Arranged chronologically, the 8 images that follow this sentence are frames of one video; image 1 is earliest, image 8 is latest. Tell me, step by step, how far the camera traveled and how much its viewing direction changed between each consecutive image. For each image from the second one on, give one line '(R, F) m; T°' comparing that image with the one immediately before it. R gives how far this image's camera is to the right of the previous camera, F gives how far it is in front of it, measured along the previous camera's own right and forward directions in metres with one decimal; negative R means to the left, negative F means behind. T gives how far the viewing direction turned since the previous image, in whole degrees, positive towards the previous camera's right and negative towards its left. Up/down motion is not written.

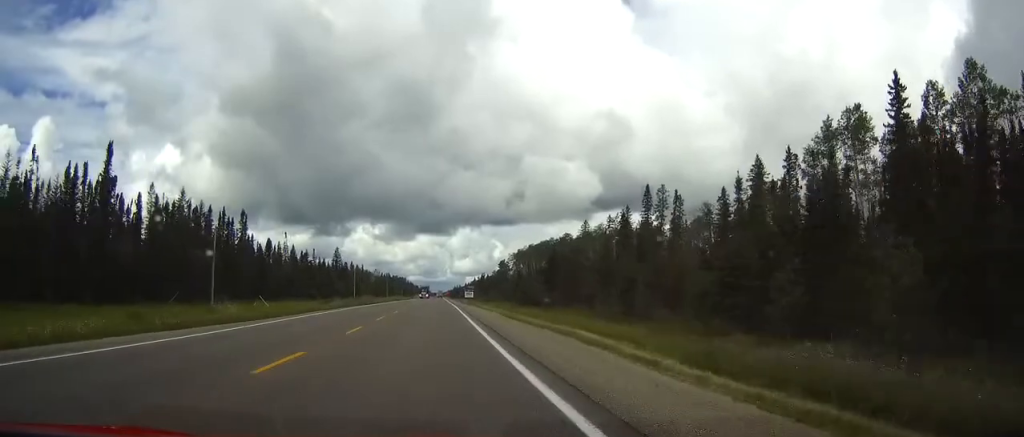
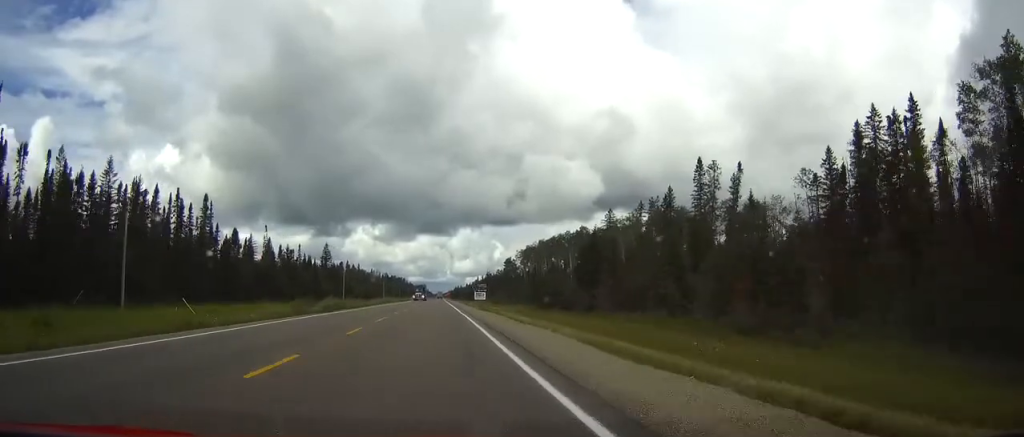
(0.0, +26.8) m; 0°
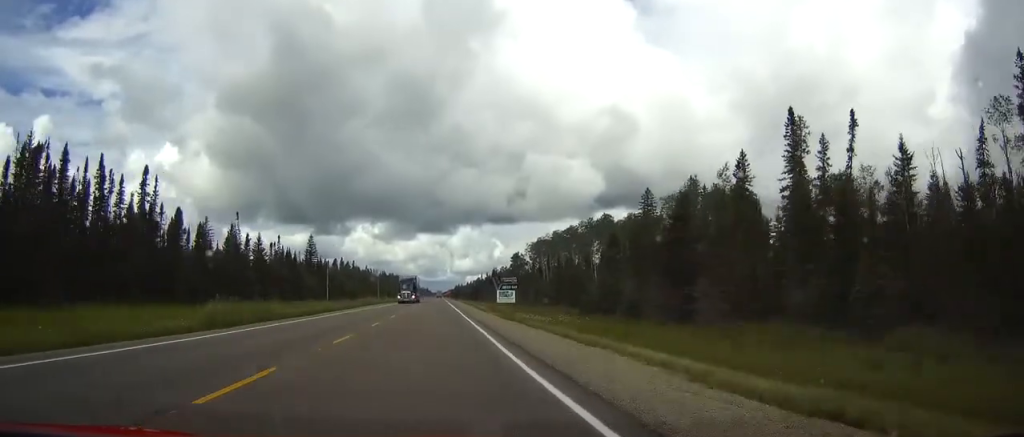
(+0.1, +29.6) m; 0°
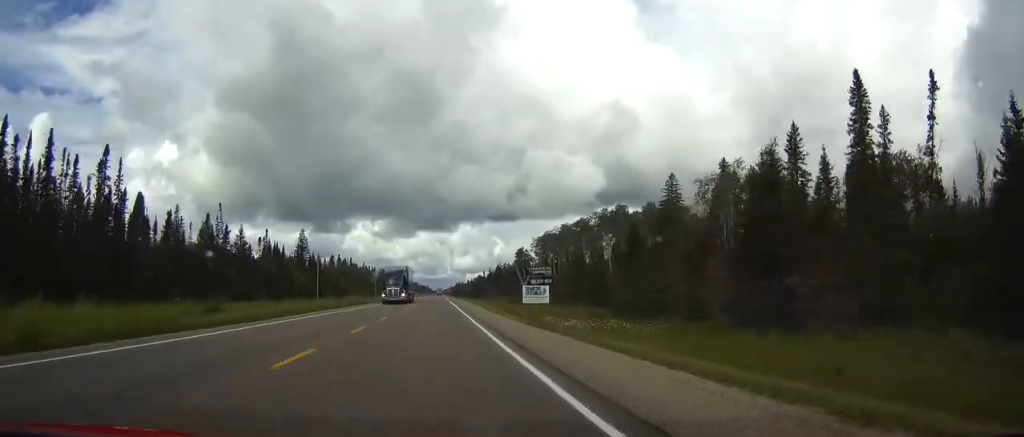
(0.0, +14.3) m; 0°
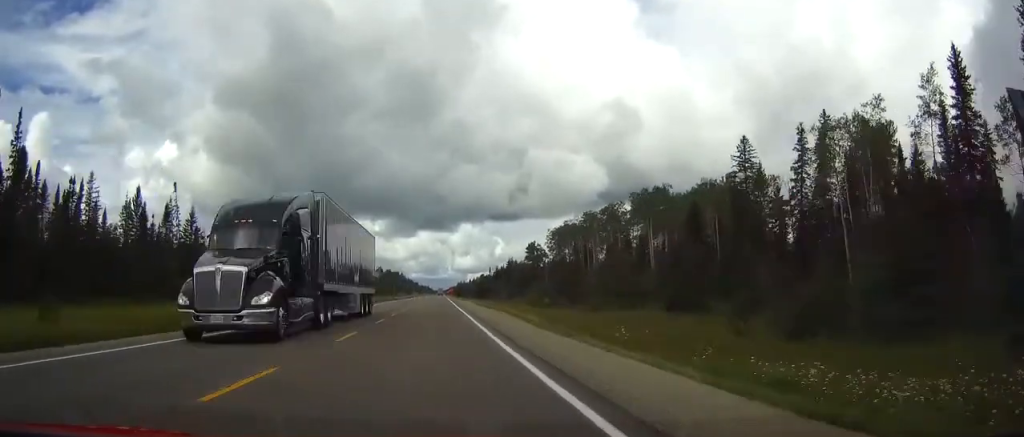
(-0.1, +29.5) m; 0°
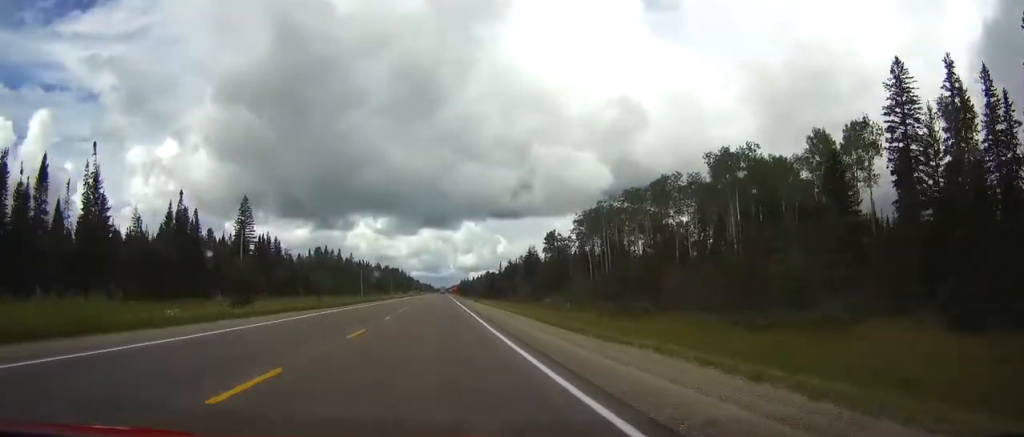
(+0.1, +35.2) m; 0°
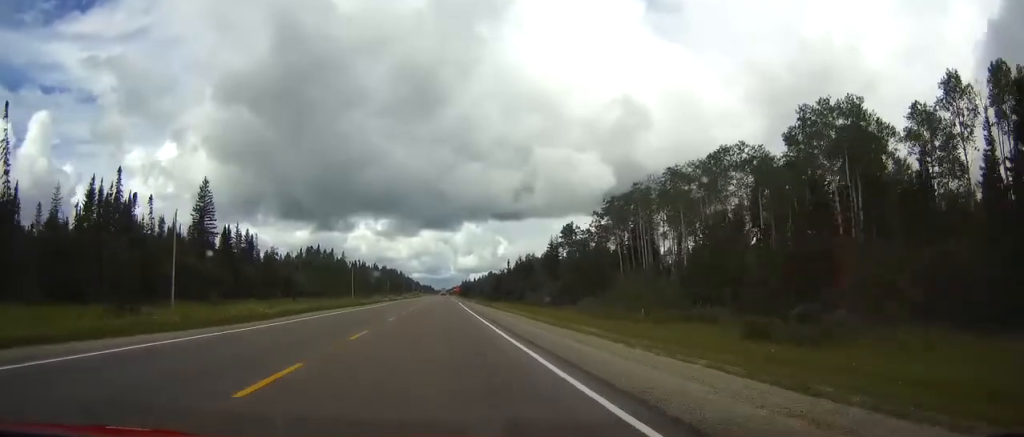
(0.0, +25.5) m; 0°
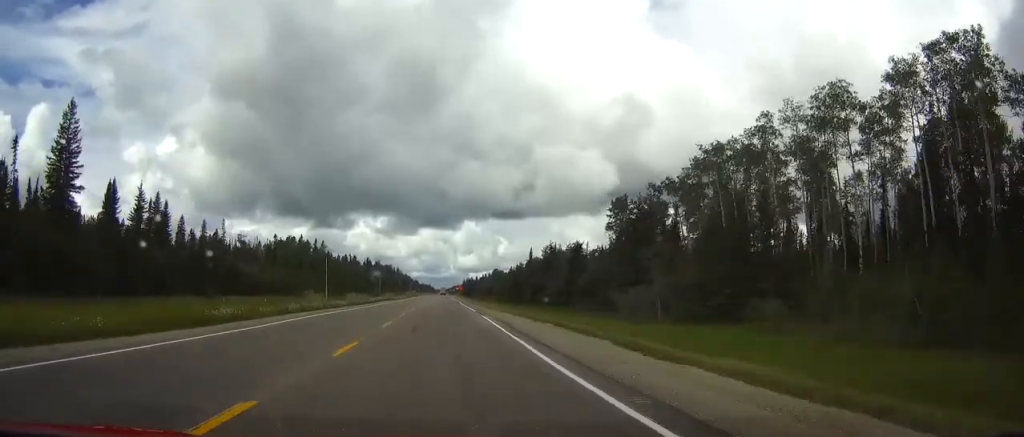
(0.0, +47.7) m; 0°
